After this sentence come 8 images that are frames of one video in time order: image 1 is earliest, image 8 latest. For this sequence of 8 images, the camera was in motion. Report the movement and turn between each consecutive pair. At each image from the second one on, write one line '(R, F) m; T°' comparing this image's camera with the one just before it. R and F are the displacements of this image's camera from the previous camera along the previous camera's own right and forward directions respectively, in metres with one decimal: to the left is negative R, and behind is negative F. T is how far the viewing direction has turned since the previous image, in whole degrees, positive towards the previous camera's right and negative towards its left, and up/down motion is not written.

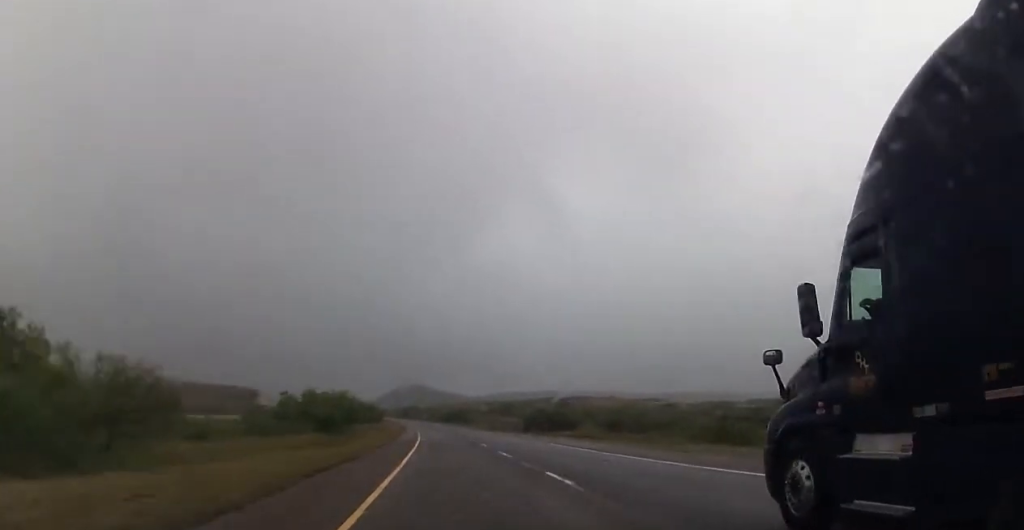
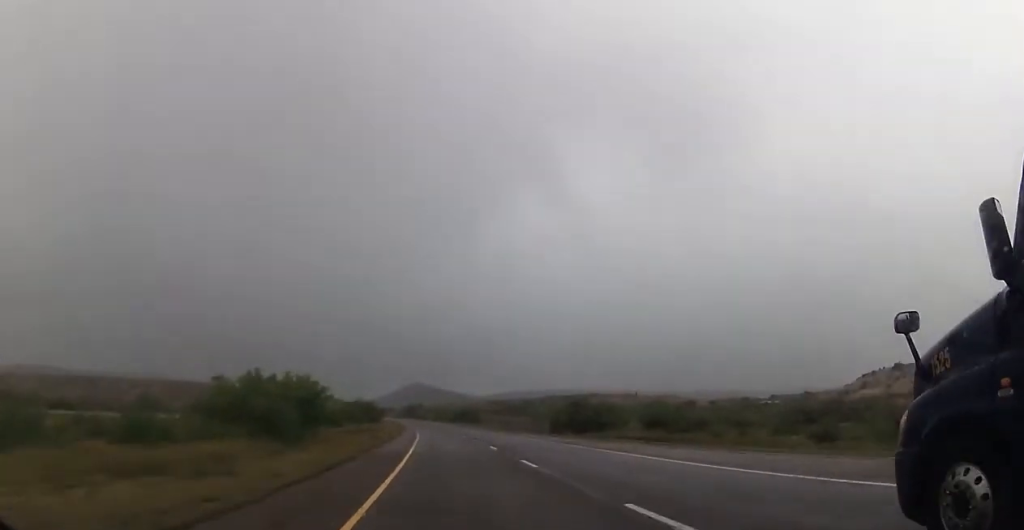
(-0.2, +19.5) m; -1°
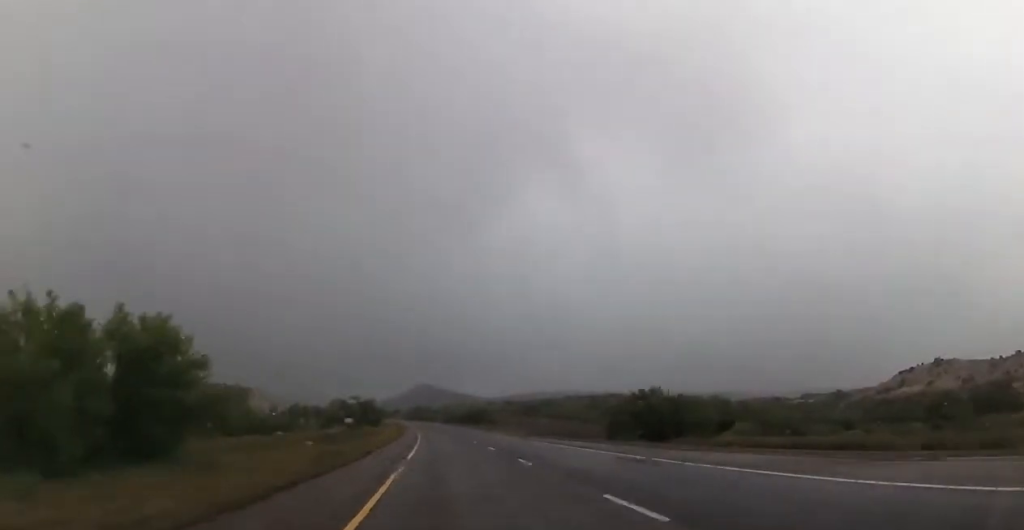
(0.0, +22.9) m; -1°
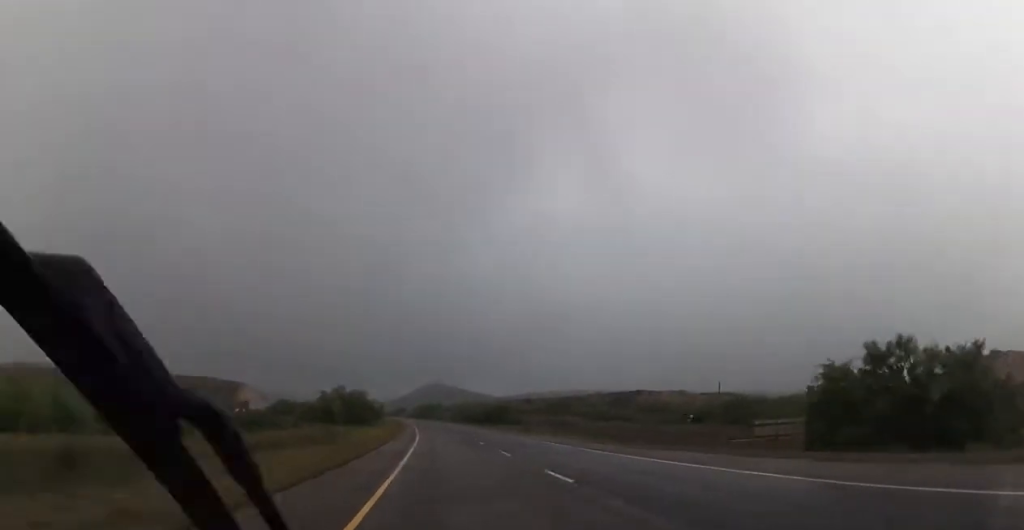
(-0.3, +30.9) m; -1°
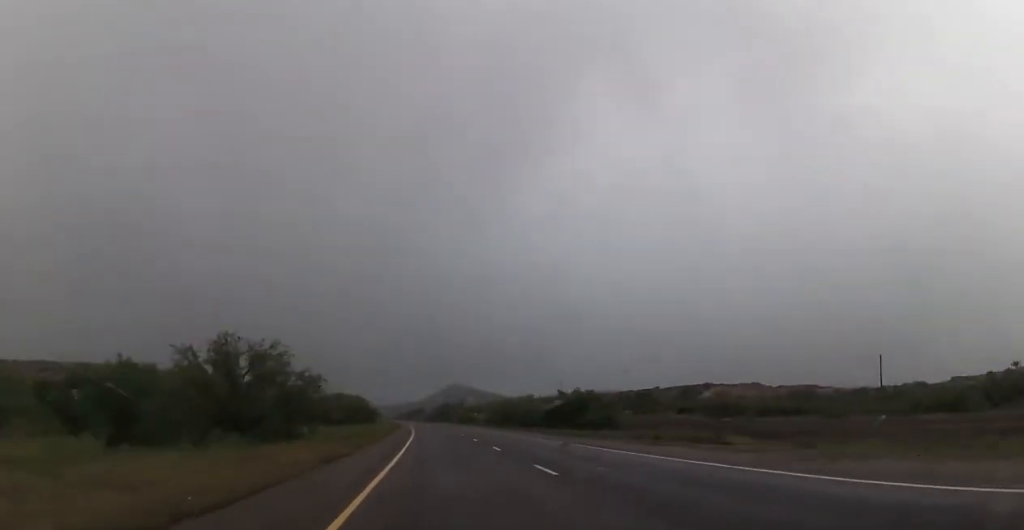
(-1.0, +60.6) m; -2°
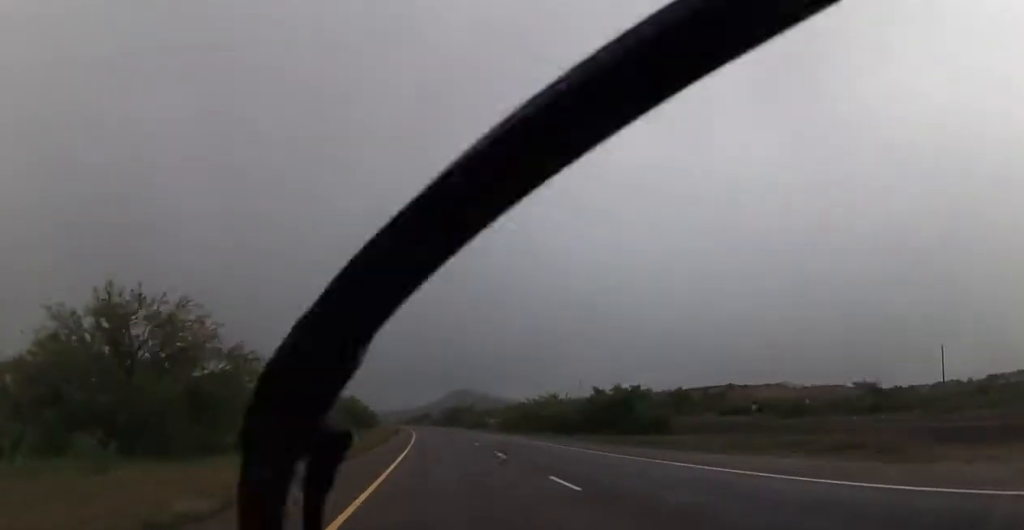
(-0.1, +14.8) m; -1°
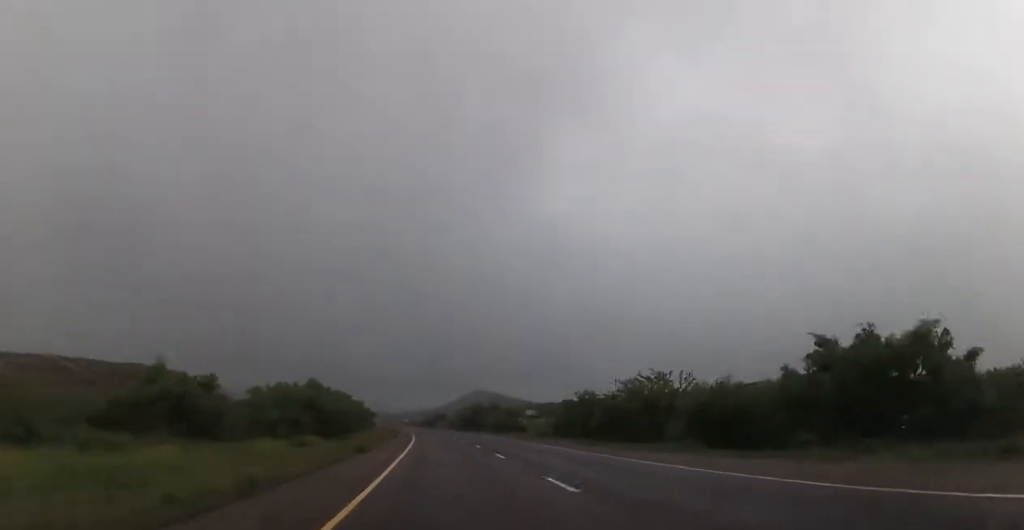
(-0.5, +36.7) m; -1°
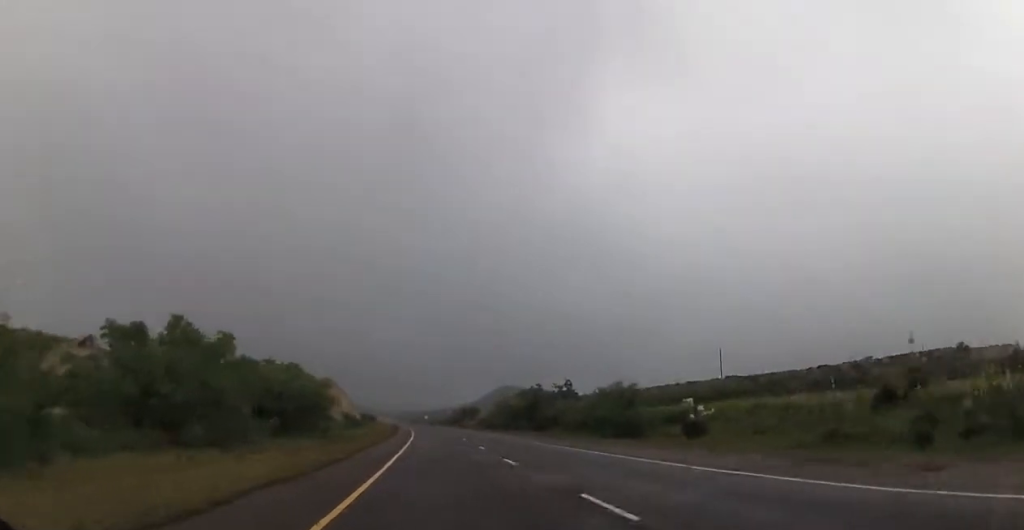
(-1.2, +65.3) m; -2°
